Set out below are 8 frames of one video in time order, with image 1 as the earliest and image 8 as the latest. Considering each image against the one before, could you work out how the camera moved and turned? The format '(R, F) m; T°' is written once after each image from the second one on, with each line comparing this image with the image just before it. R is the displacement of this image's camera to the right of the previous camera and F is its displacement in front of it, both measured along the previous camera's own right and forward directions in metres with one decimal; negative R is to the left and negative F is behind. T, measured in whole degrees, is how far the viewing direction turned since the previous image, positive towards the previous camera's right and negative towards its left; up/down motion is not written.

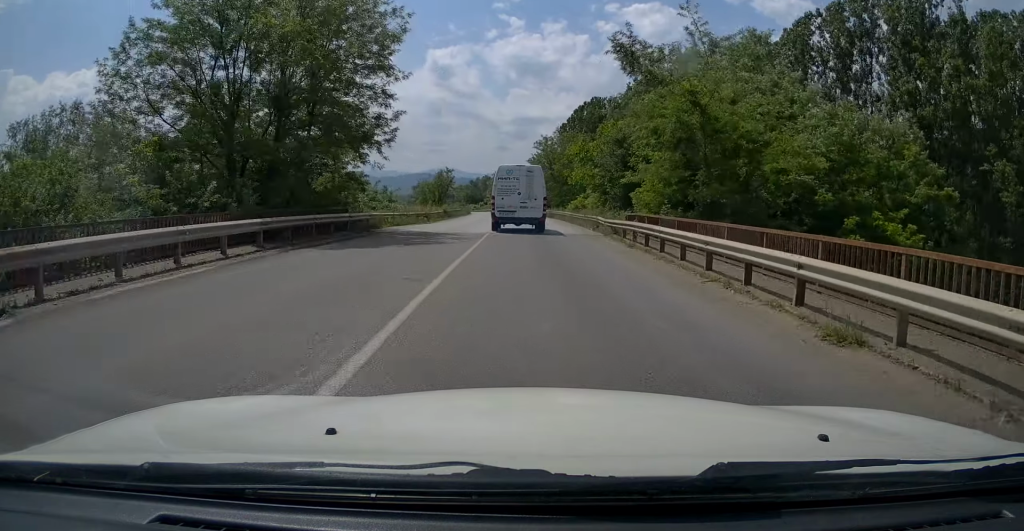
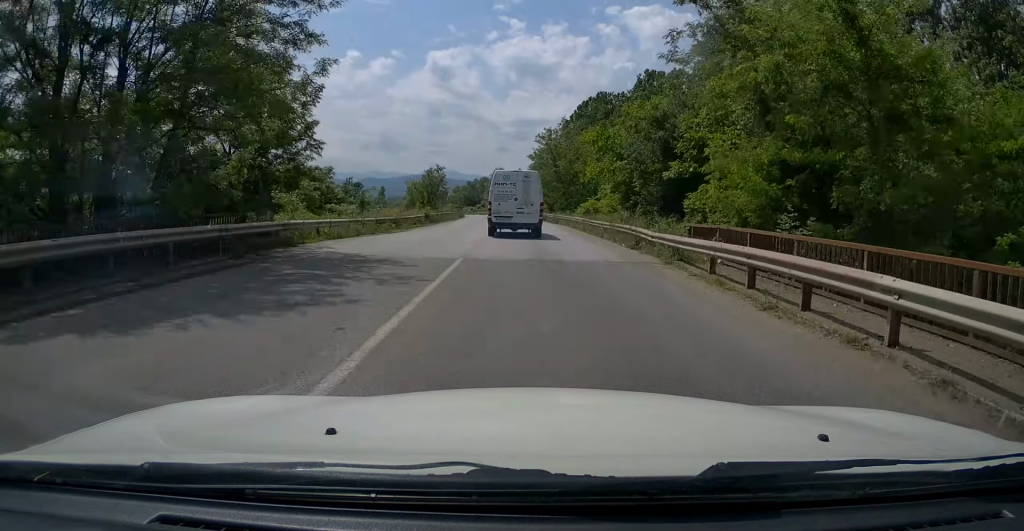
(0.0, +9.5) m; 0°
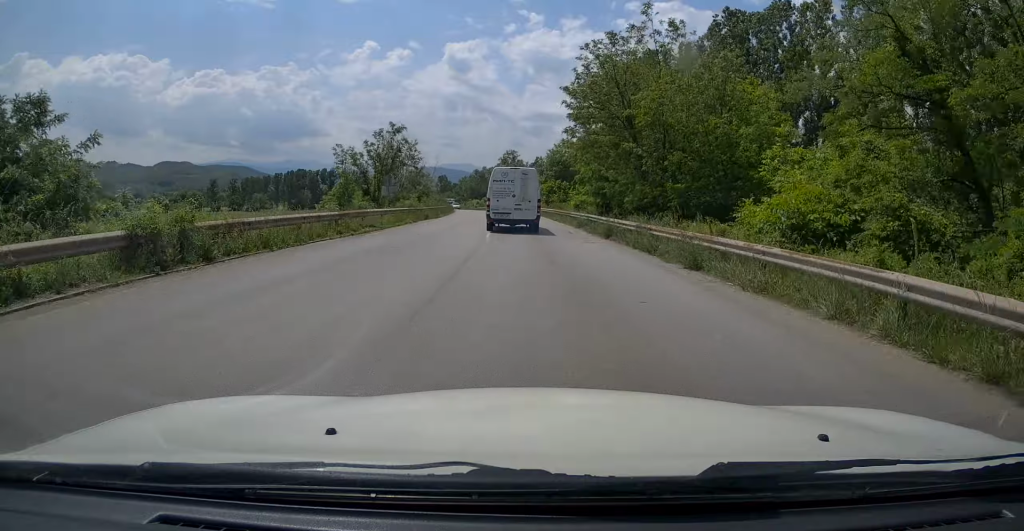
(+0.1, +33.3) m; 0°
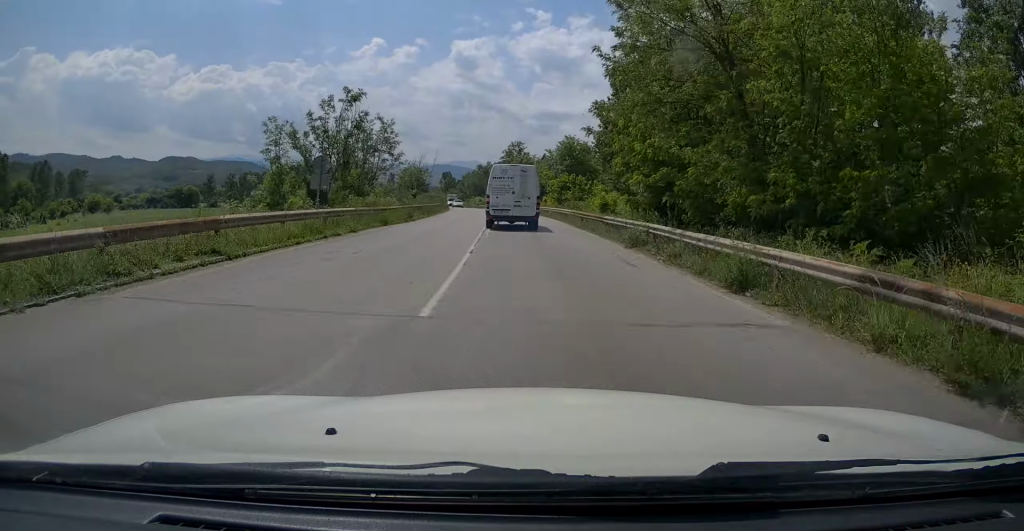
(0.0, +12.6) m; 0°
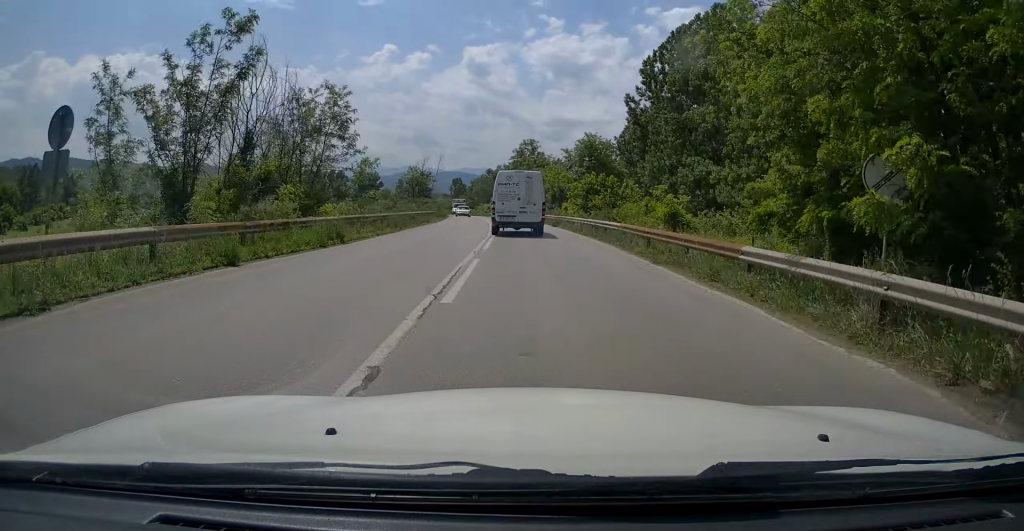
(0.0, +13.9) m; -1°
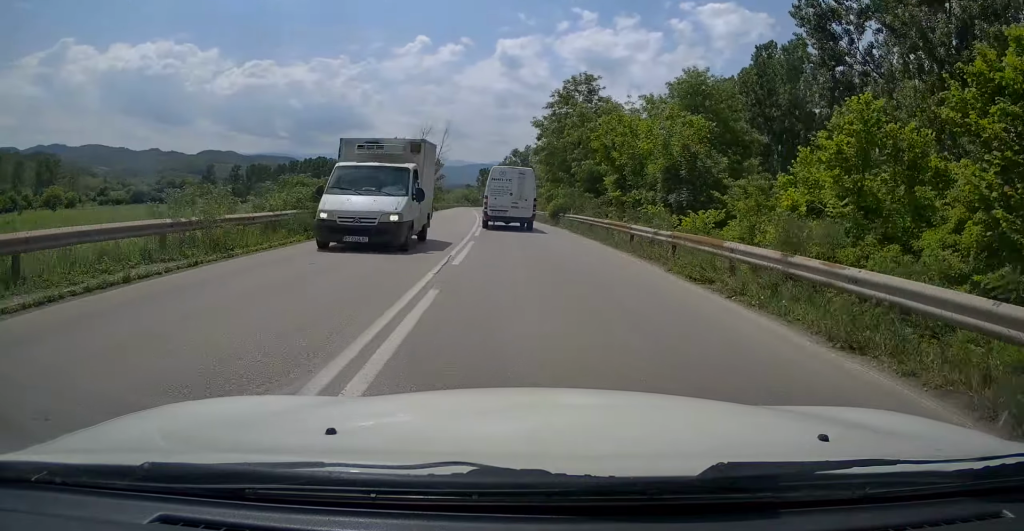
(-1.3, +40.6) m; -4°
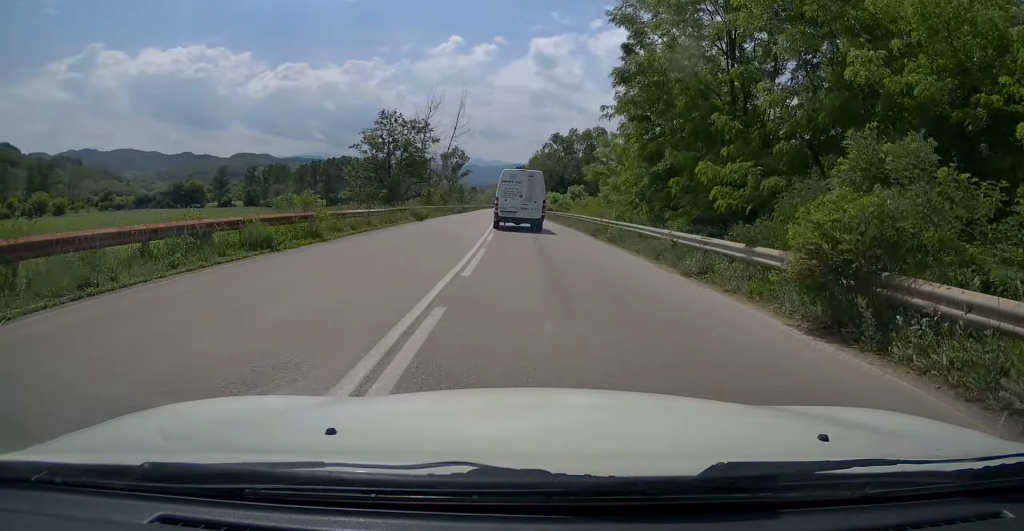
(-0.5, +27.5) m; -2°
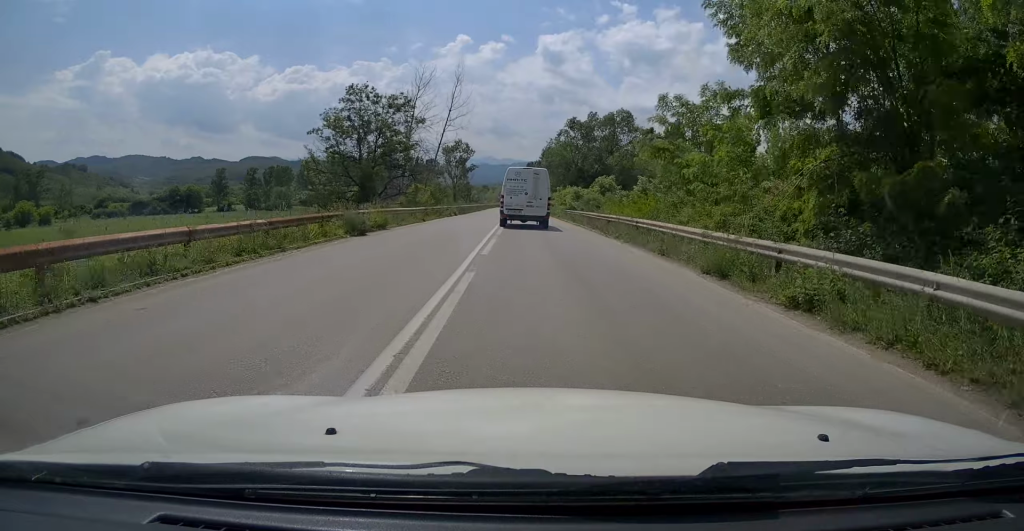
(+0.1, +14.0) m; -1°
